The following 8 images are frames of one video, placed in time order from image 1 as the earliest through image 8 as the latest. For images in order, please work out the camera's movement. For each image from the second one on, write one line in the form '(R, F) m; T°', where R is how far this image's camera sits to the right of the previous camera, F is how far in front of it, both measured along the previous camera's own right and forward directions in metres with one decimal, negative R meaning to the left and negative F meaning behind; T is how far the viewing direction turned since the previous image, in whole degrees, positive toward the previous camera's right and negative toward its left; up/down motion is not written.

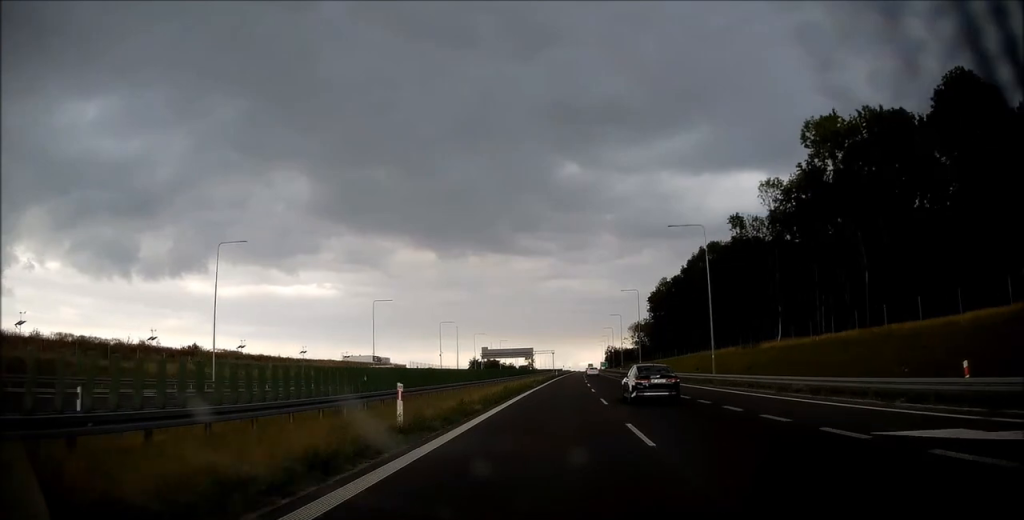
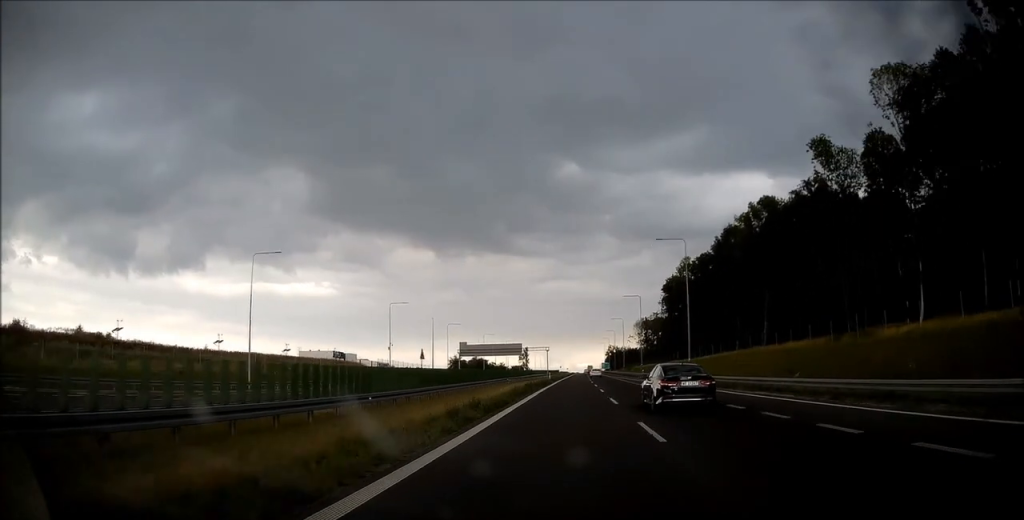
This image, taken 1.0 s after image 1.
(+0.3, +35.3) m; +1°
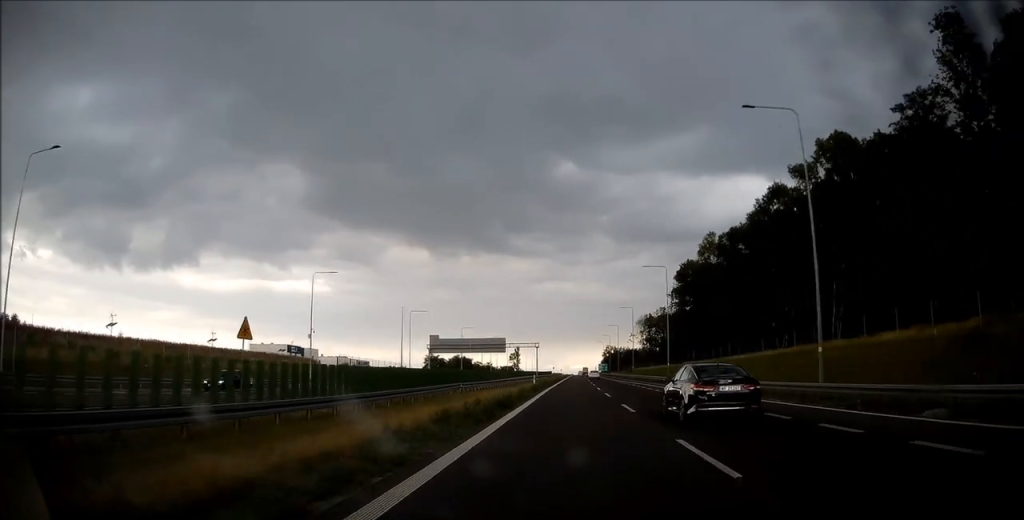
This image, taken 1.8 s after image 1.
(+0.1, +27.5) m; 0°
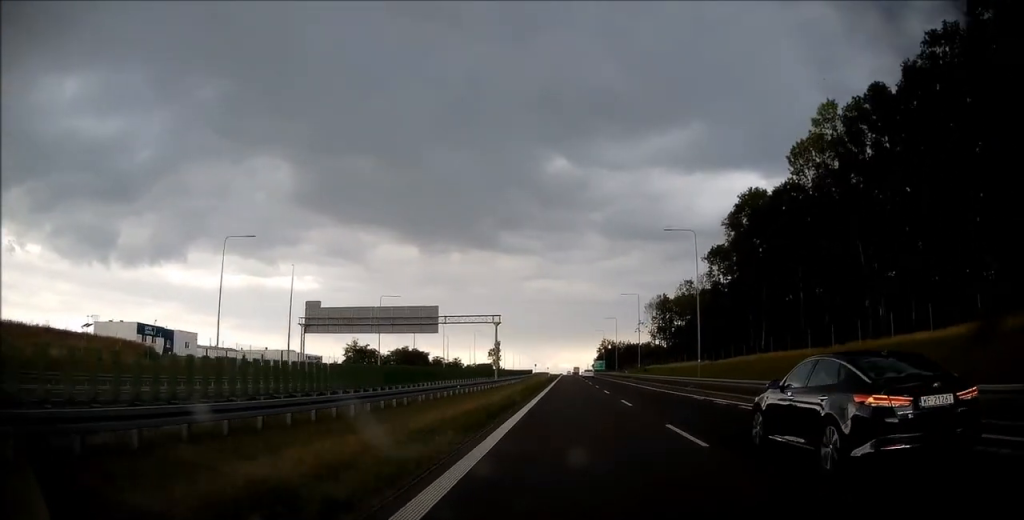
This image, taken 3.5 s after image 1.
(+0.5, +56.7) m; +1°
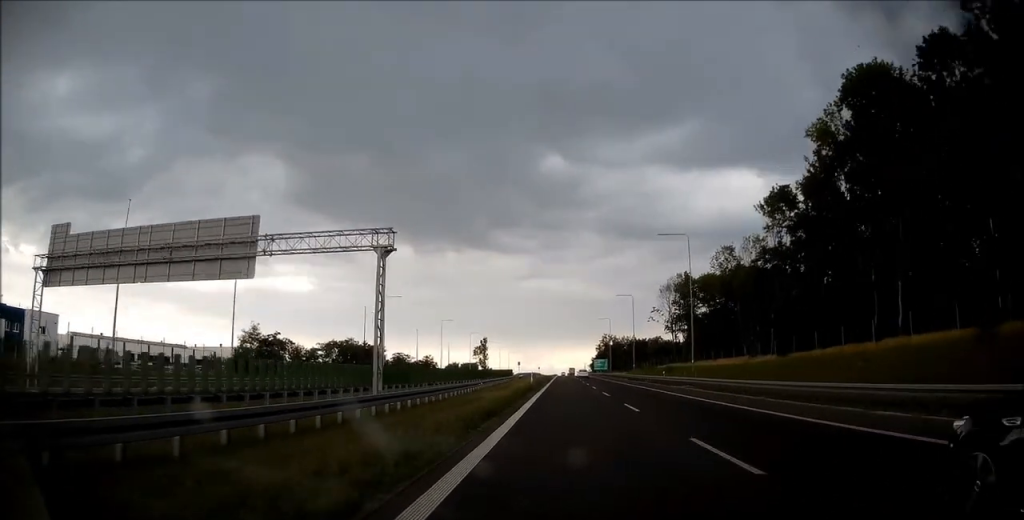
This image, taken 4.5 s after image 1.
(+0.2, +37.5) m; +1°
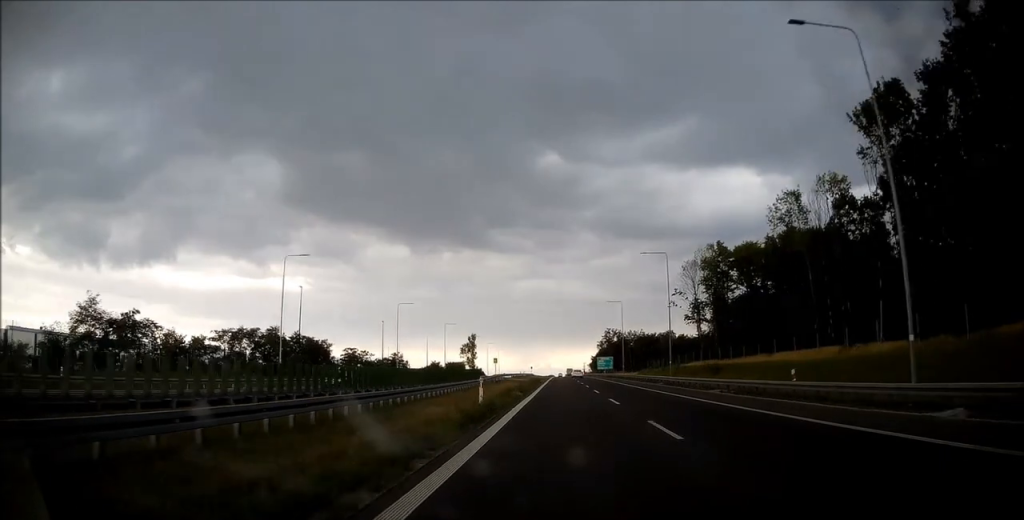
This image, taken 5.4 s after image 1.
(+0.2, +31.9) m; 0°
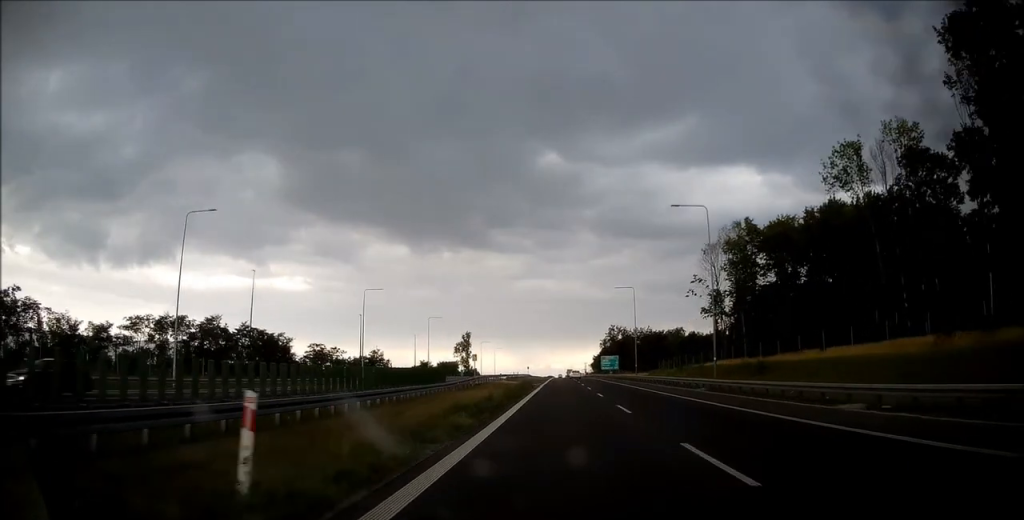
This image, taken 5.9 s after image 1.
(0.0, +16.7) m; 0°
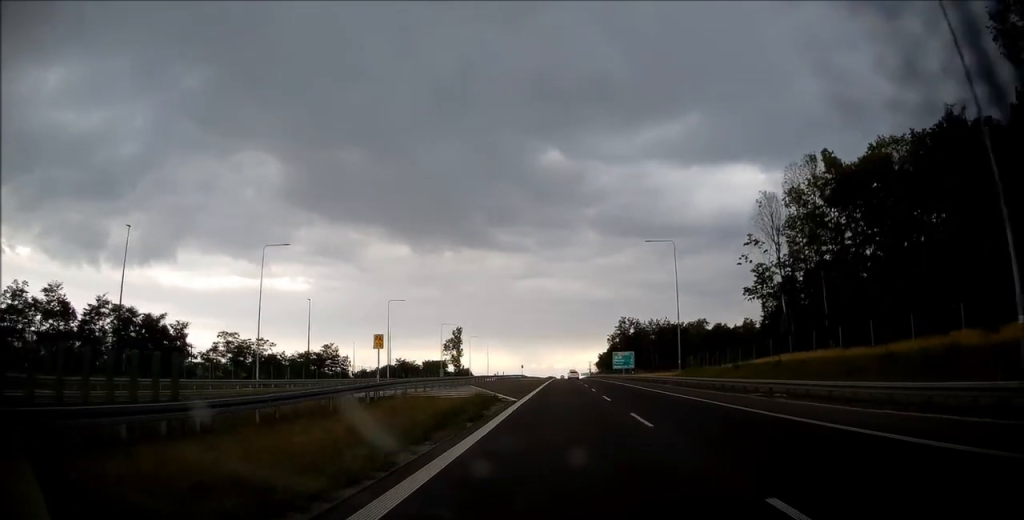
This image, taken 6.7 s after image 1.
(0.0, +28.7) m; 0°
